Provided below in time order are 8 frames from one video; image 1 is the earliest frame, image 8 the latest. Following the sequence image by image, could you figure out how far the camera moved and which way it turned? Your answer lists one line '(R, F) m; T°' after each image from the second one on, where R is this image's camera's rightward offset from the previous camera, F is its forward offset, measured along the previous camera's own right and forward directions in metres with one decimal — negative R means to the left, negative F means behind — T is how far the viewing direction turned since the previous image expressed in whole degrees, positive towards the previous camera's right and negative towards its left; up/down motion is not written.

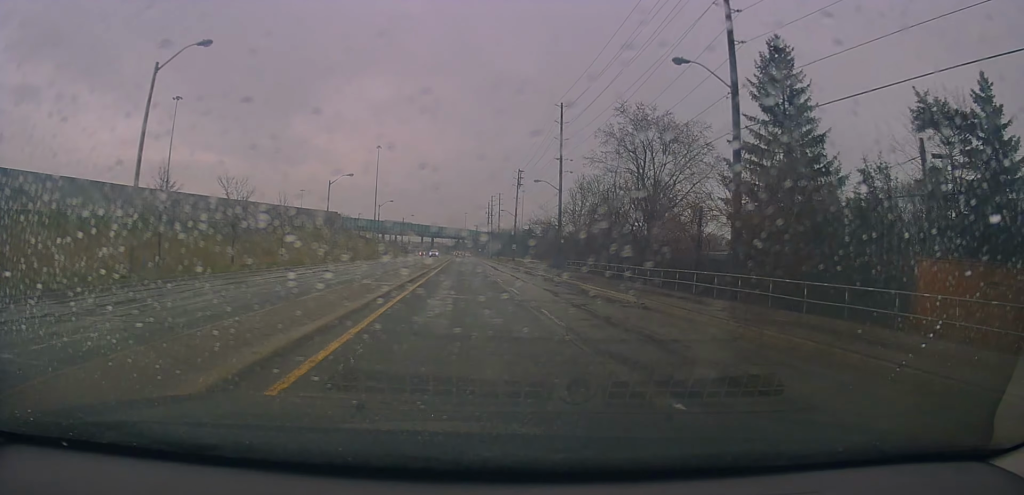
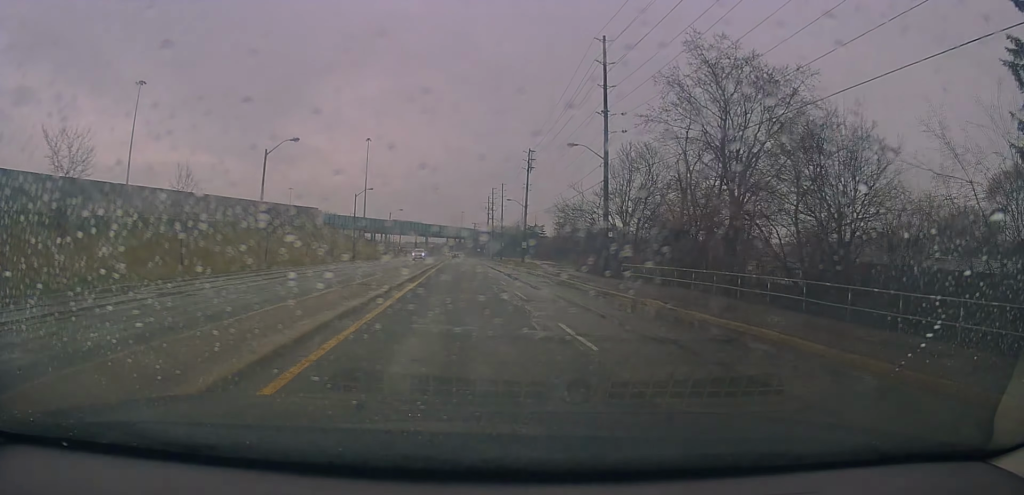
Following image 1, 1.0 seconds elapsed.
(+0.2, +19.8) m; +1°
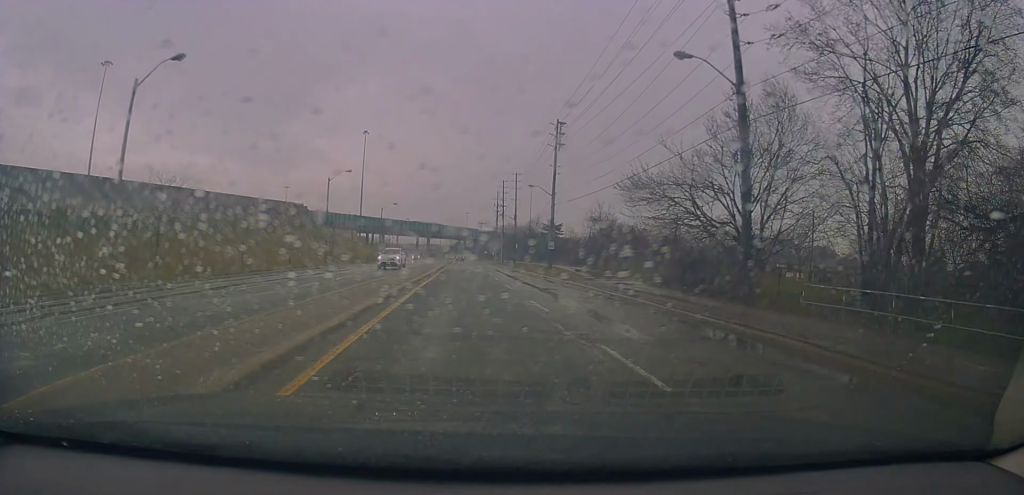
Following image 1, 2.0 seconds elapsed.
(0.0, +19.0) m; 0°
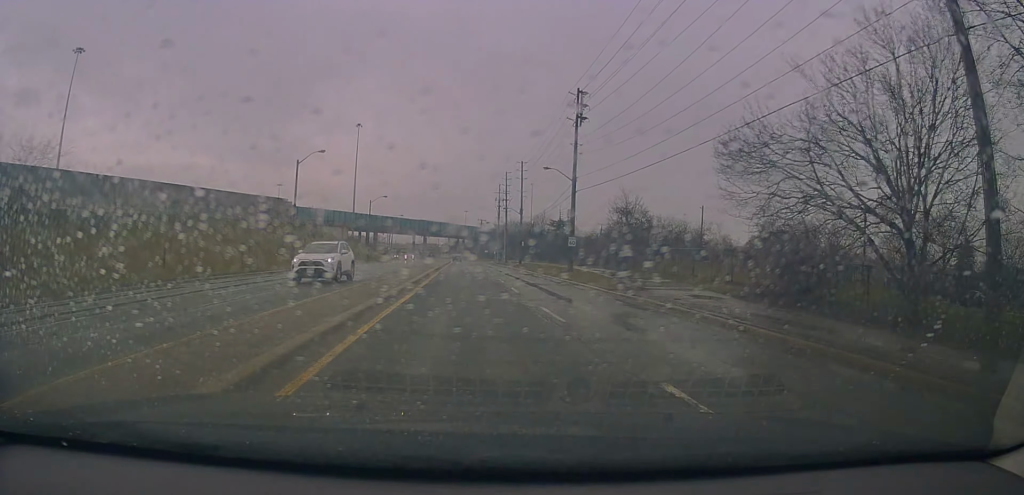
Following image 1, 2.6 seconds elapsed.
(0.0, +11.0) m; 0°
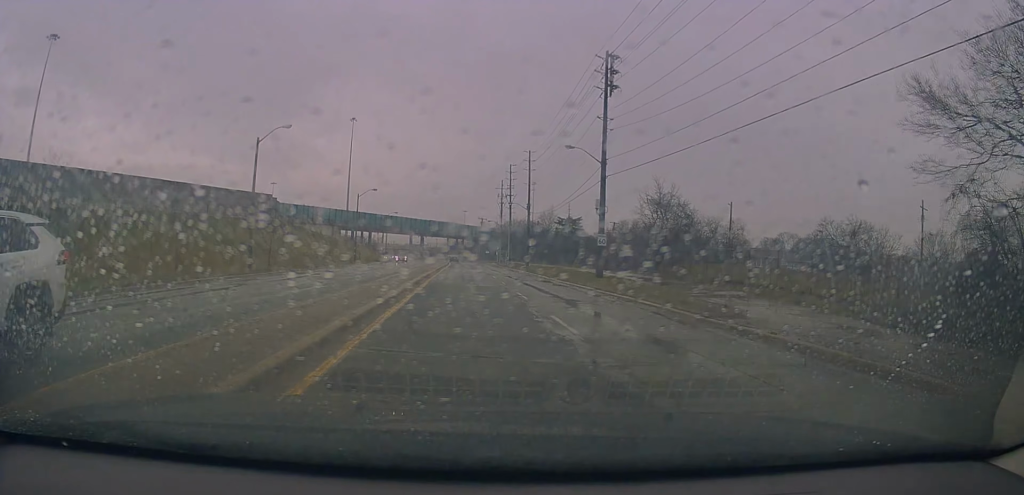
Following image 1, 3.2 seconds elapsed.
(0.0, +9.8) m; 0°
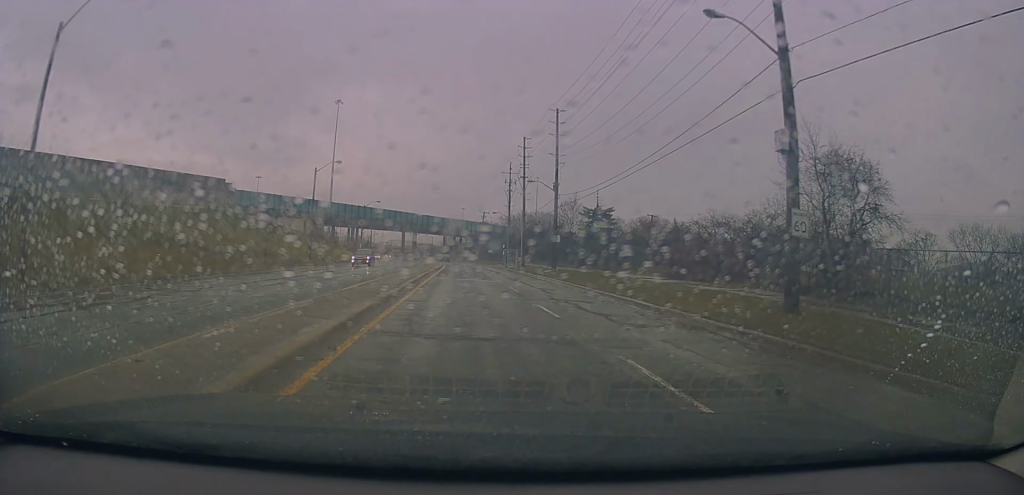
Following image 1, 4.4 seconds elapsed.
(0.0, +22.5) m; 0°
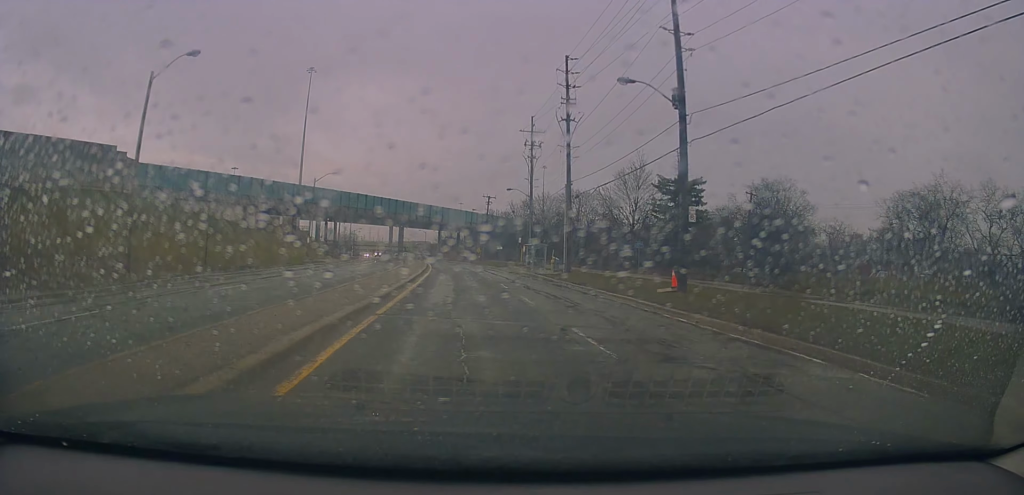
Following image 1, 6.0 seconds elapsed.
(-0.7, +30.8) m; -1°
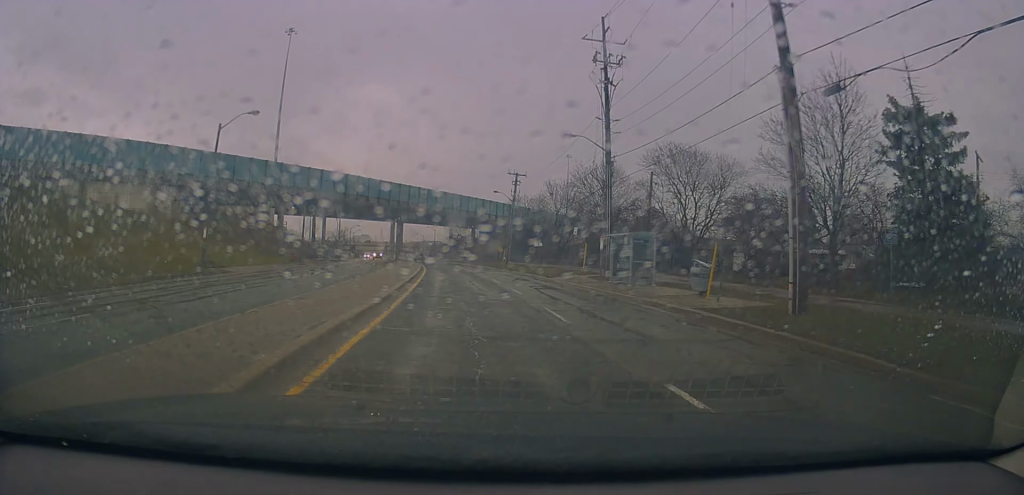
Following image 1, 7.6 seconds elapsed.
(+0.2, +28.1) m; -1°
